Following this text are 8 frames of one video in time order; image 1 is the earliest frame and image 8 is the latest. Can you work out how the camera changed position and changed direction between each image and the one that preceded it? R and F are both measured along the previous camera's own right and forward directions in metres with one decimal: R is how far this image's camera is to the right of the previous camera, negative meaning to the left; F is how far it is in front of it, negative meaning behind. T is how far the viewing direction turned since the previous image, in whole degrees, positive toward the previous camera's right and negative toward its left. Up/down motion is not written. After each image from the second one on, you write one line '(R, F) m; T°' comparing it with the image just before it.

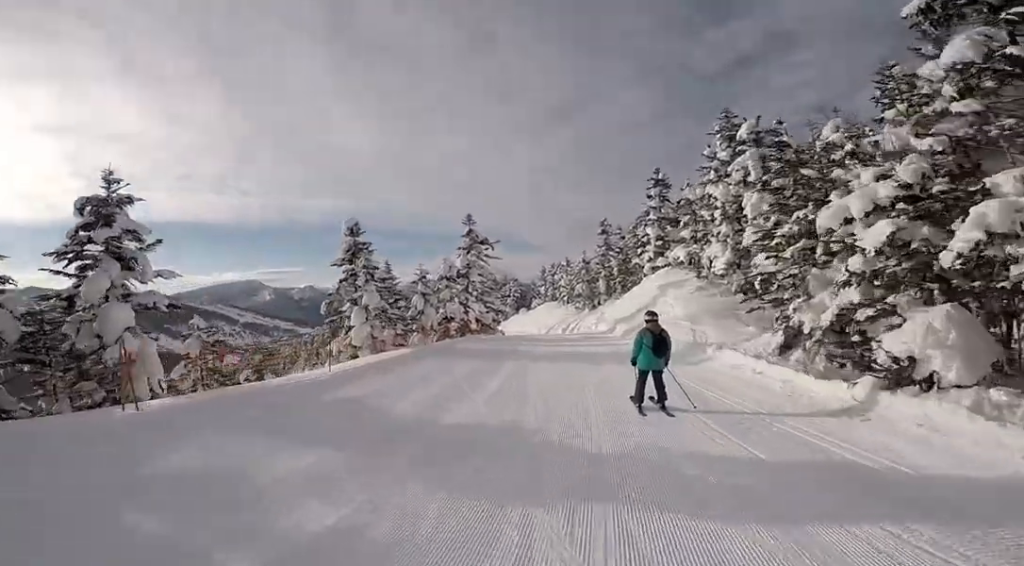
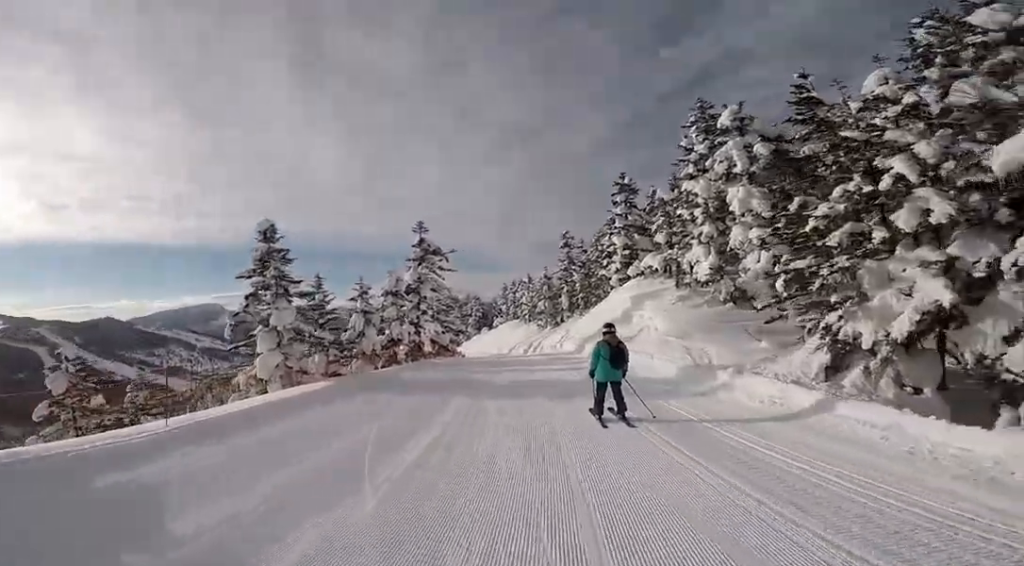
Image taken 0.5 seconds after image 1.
(+0.1, +4.0) m; +2°
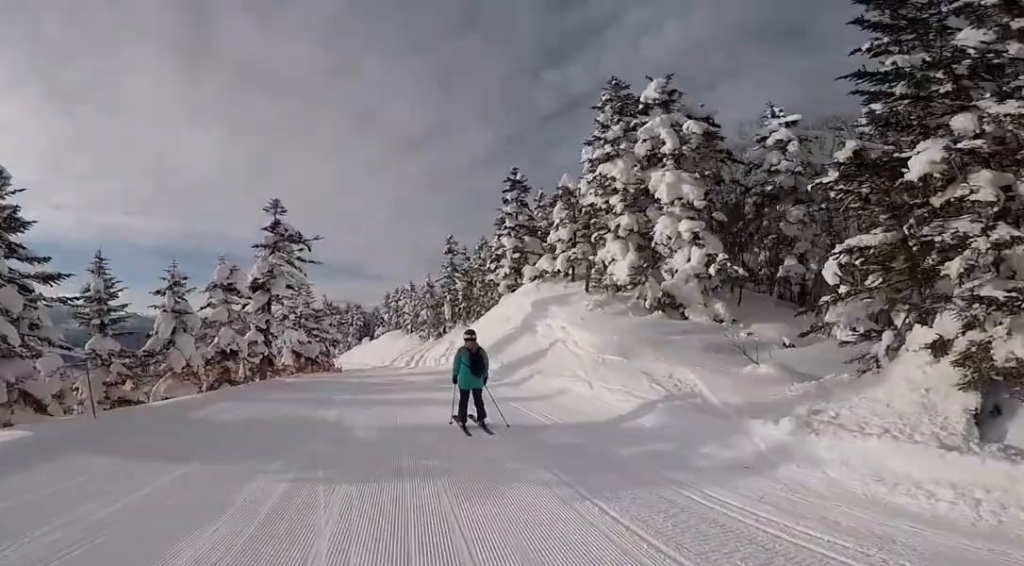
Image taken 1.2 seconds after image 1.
(+0.5, +5.6) m; -1°
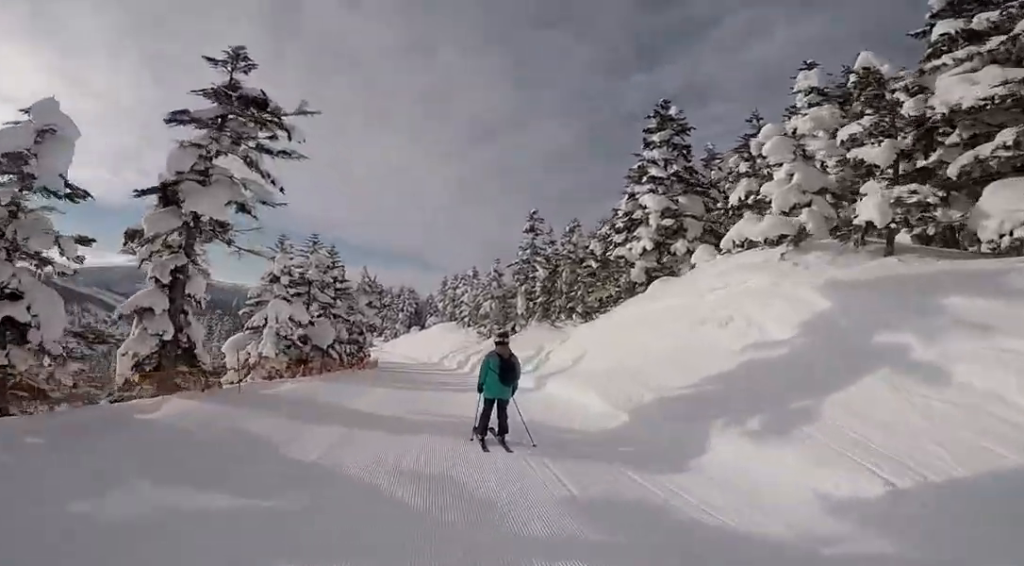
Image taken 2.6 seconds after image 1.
(-0.6, +11.7) m; -3°
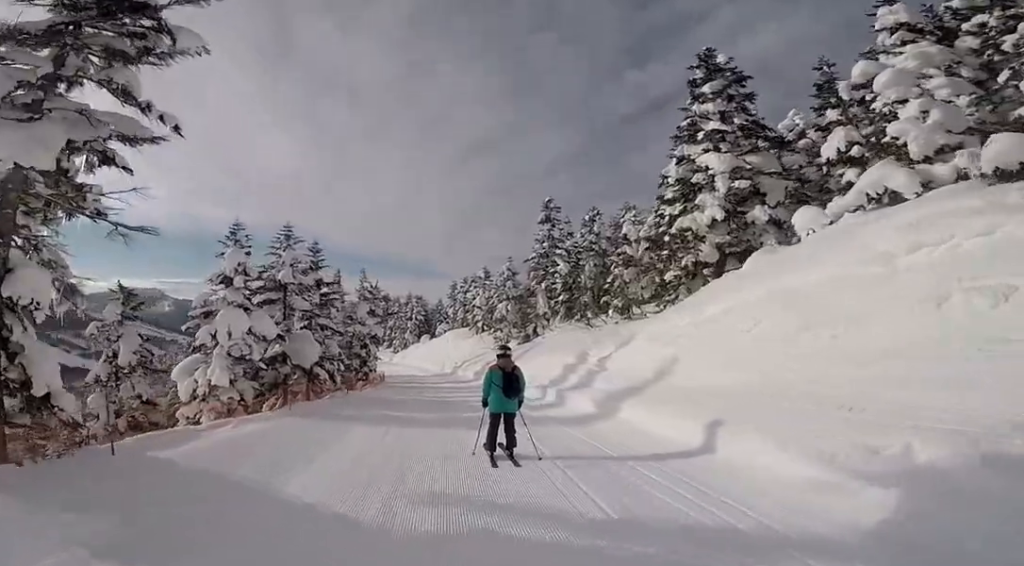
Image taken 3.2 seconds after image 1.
(+0.6, +4.9) m; -3°
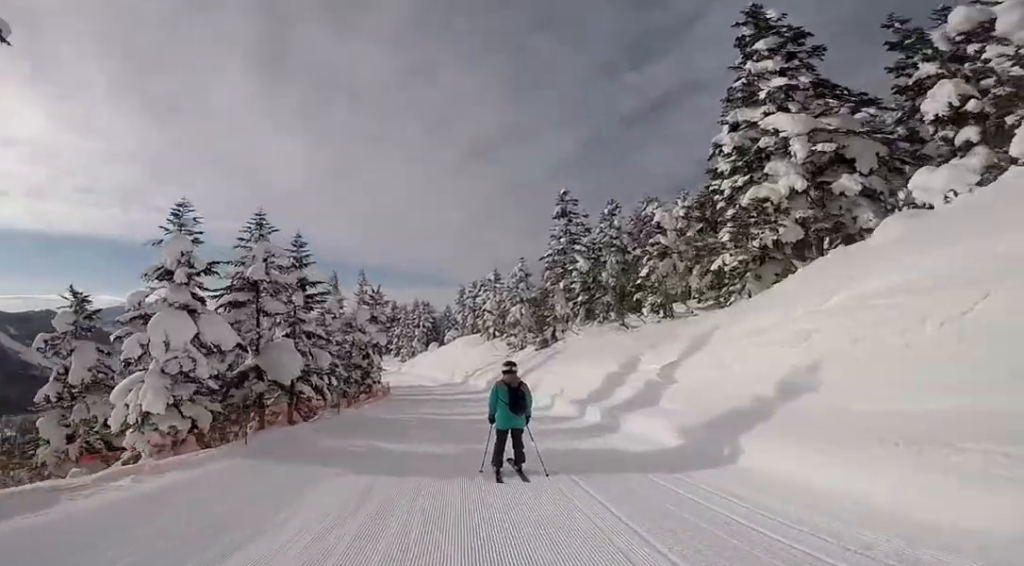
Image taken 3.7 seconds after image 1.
(-0.5, +3.7) m; 0°
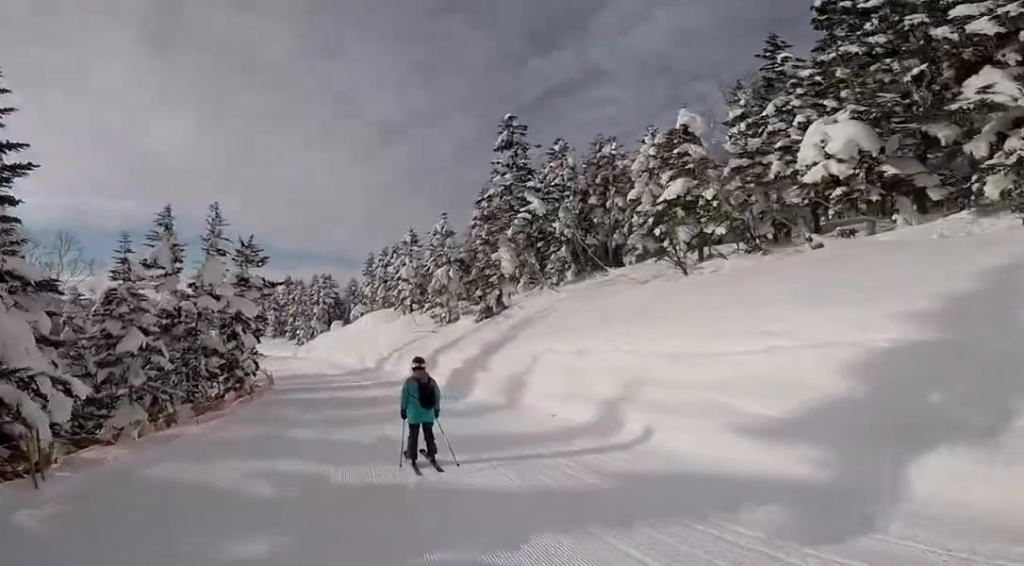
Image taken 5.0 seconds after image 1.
(+0.1, +11.3) m; 0°
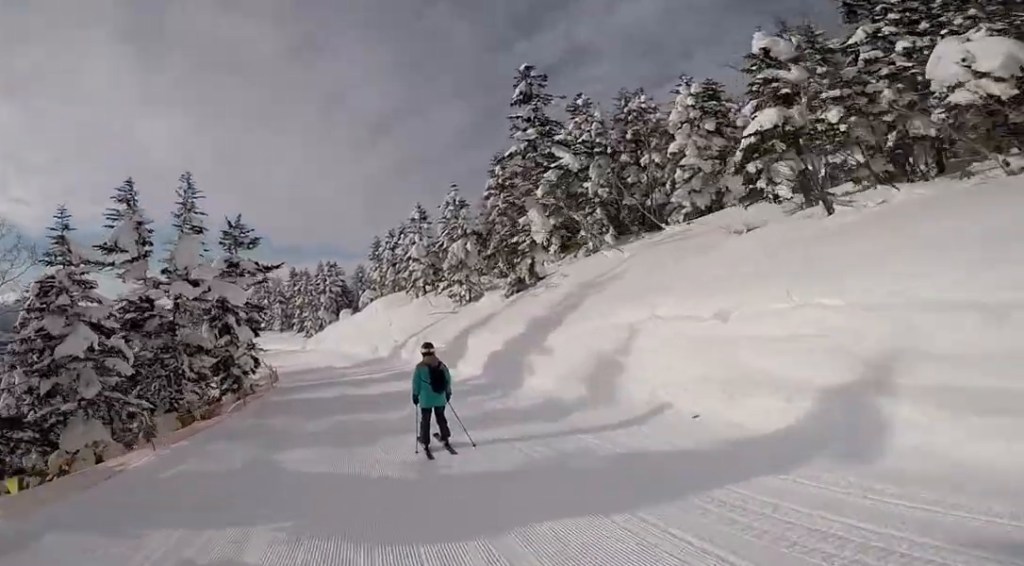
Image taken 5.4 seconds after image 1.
(+0.3, +3.8) m; 0°
